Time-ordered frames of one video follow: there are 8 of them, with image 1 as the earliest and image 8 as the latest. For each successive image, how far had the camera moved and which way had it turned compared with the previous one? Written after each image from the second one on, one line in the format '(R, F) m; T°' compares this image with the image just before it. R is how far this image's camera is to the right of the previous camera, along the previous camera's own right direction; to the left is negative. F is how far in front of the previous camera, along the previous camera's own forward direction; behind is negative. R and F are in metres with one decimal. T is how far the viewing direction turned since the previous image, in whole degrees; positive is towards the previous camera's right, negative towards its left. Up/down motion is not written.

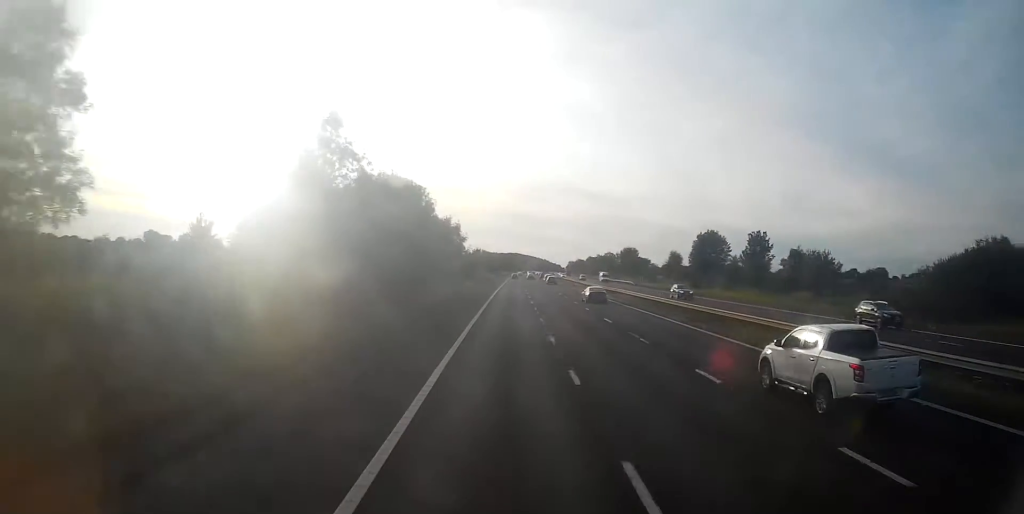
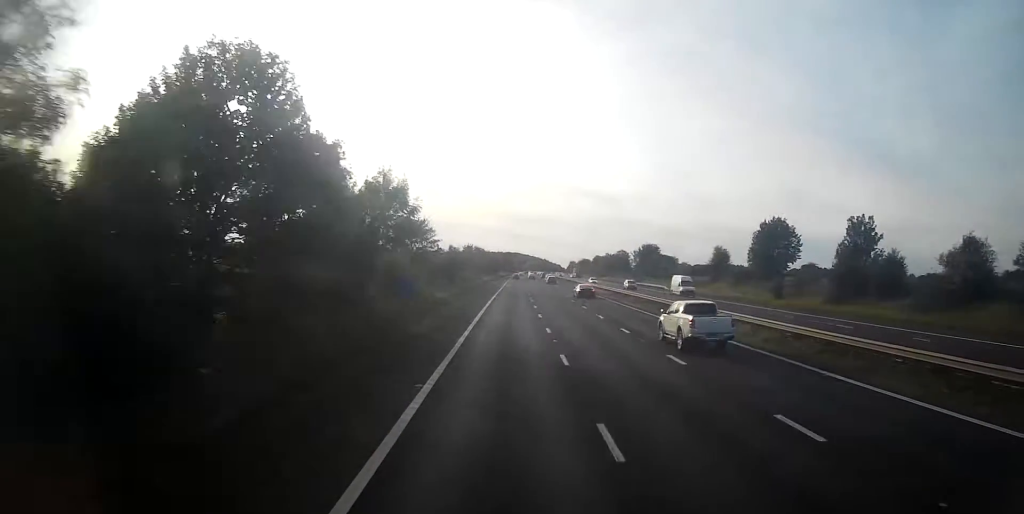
(0.0, +33.6) m; -1°
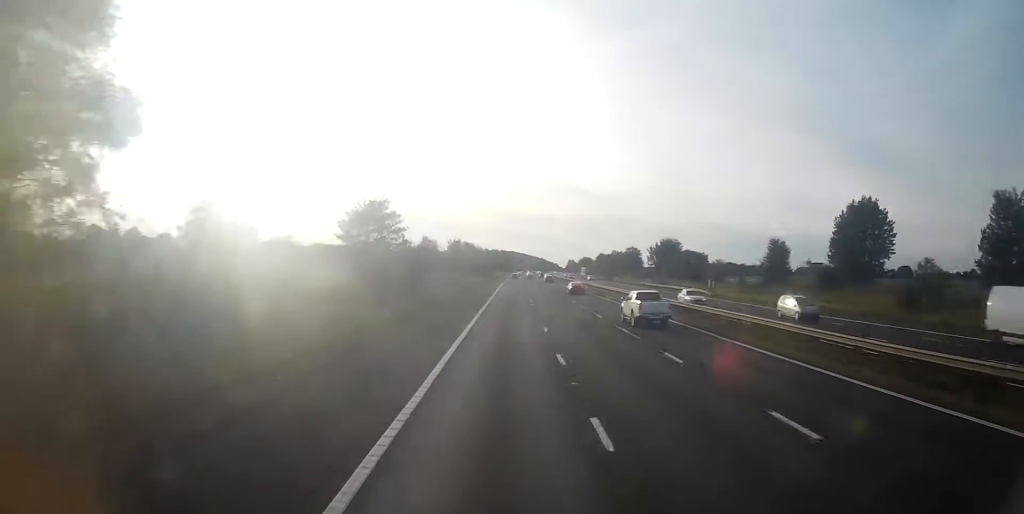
(-0.4, +27.3) m; 0°
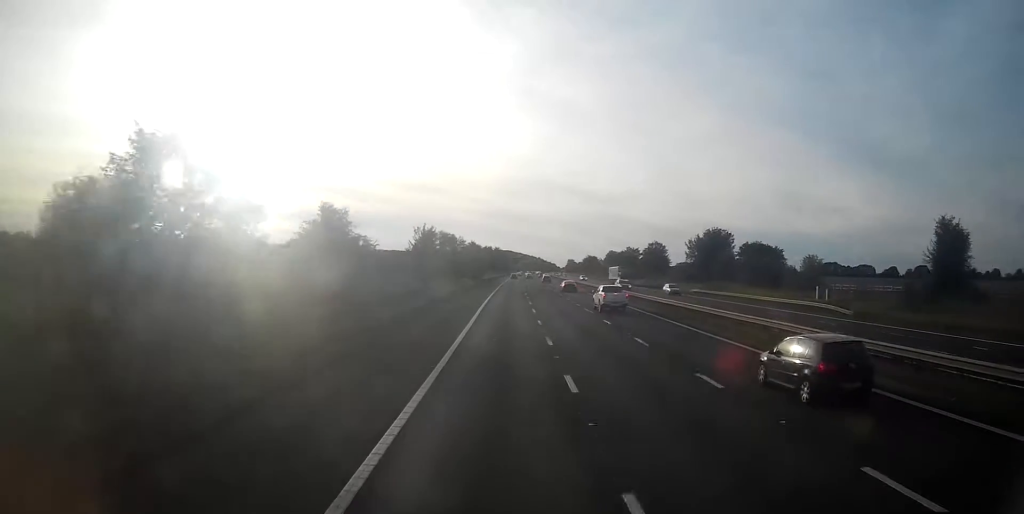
(+0.6, +39.9) m; +1°
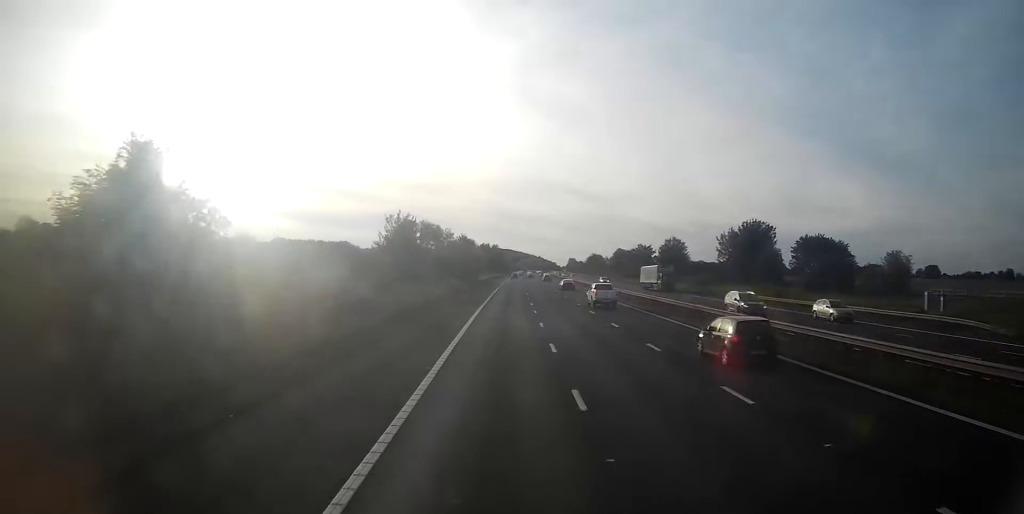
(0.0, +19.9) m; 0°
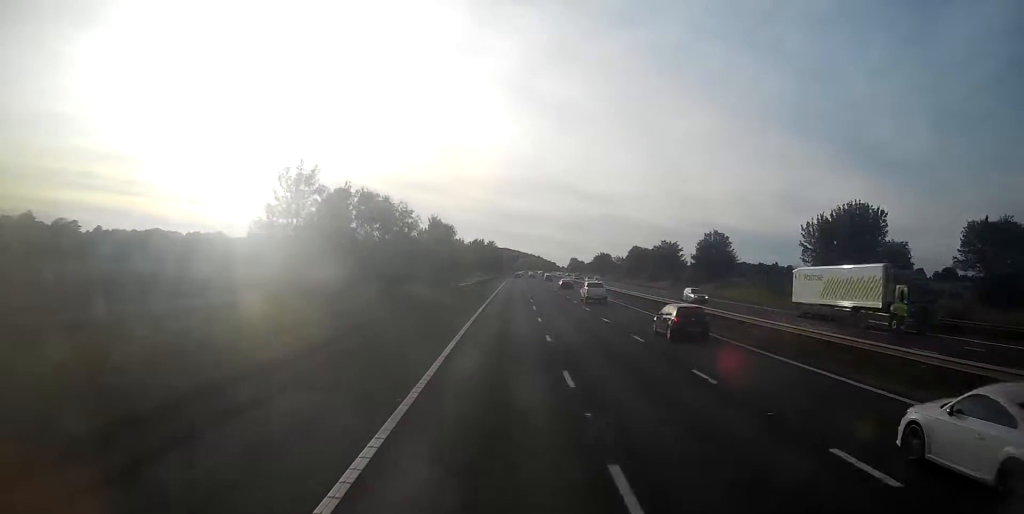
(0.0, +32.5) m; 0°
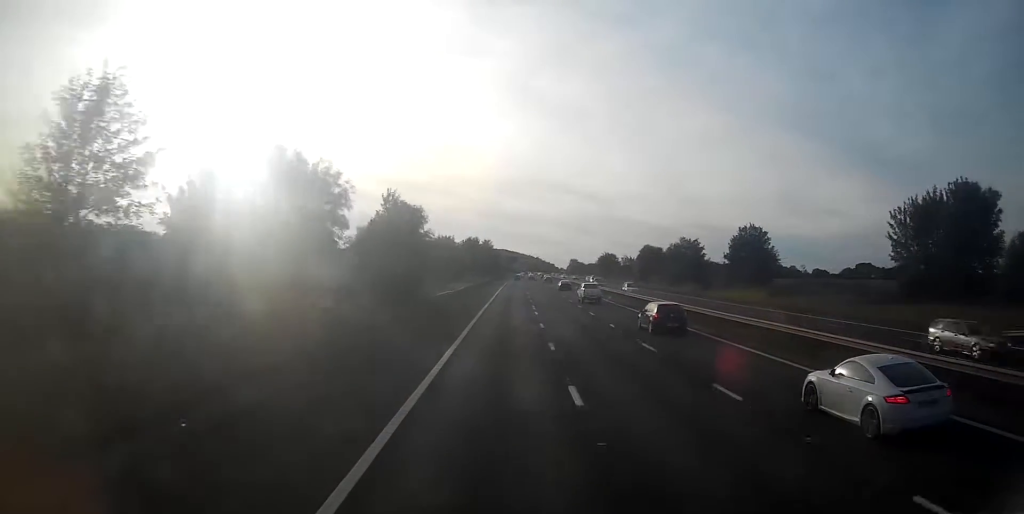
(0.0, +19.9) m; 0°
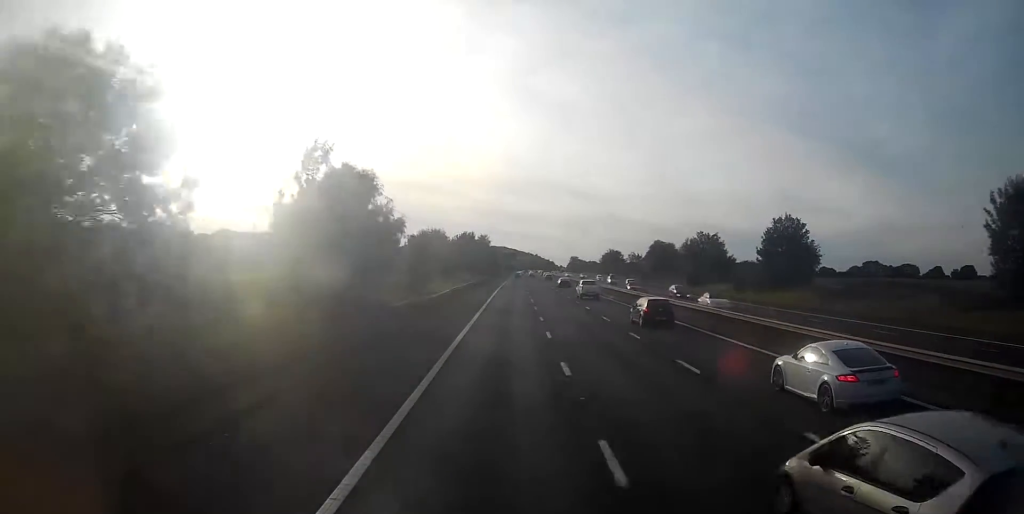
(-0.1, +14.5) m; 0°
